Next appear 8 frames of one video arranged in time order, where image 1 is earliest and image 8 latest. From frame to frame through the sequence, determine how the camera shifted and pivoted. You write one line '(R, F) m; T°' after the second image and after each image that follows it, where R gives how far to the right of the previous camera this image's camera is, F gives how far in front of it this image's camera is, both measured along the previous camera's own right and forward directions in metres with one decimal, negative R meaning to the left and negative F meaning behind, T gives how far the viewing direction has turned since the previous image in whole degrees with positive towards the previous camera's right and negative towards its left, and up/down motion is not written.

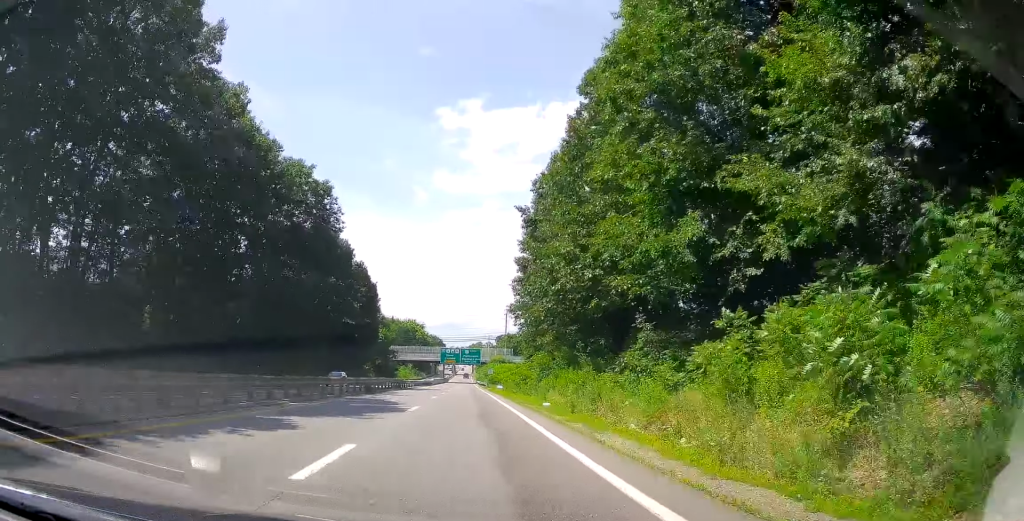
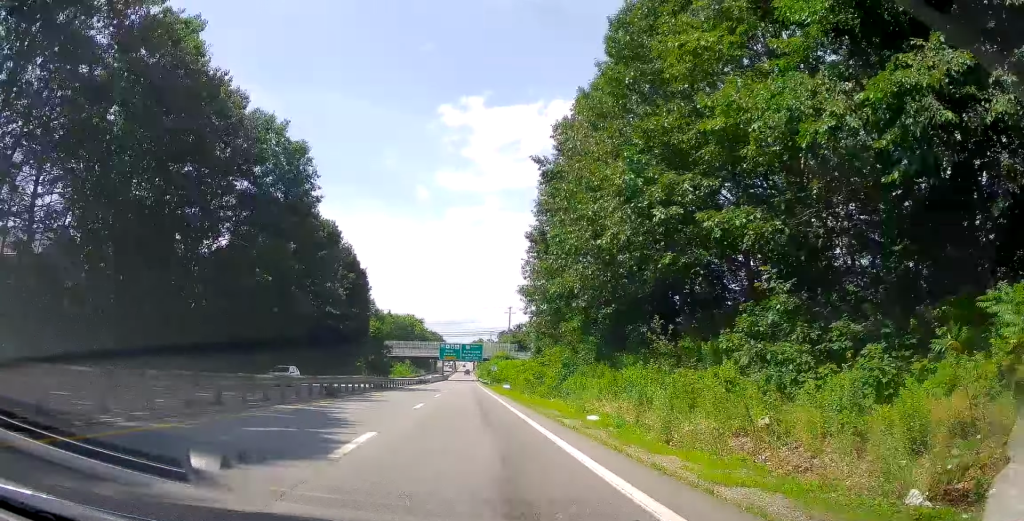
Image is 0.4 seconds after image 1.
(0.0, +10.1) m; 0°
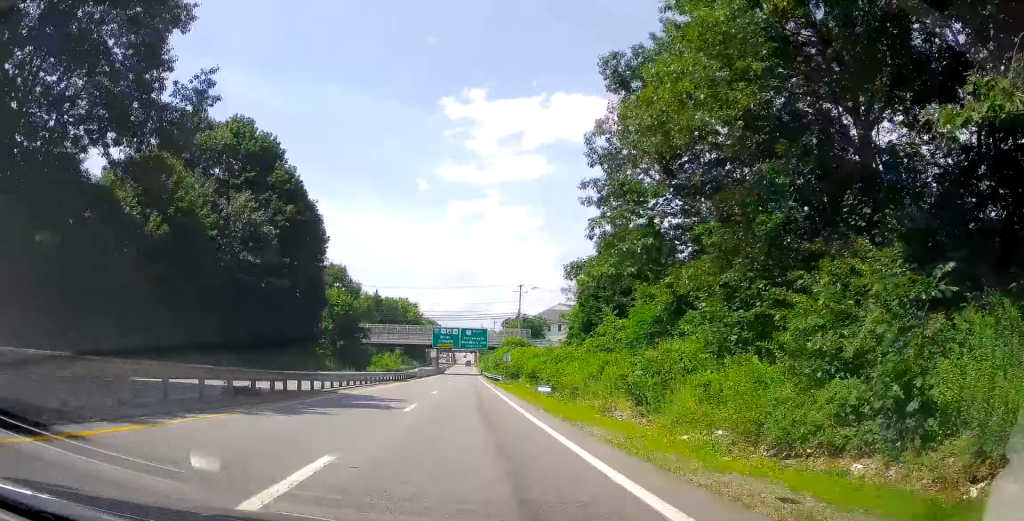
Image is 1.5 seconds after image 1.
(+0.2, +28.0) m; -1°
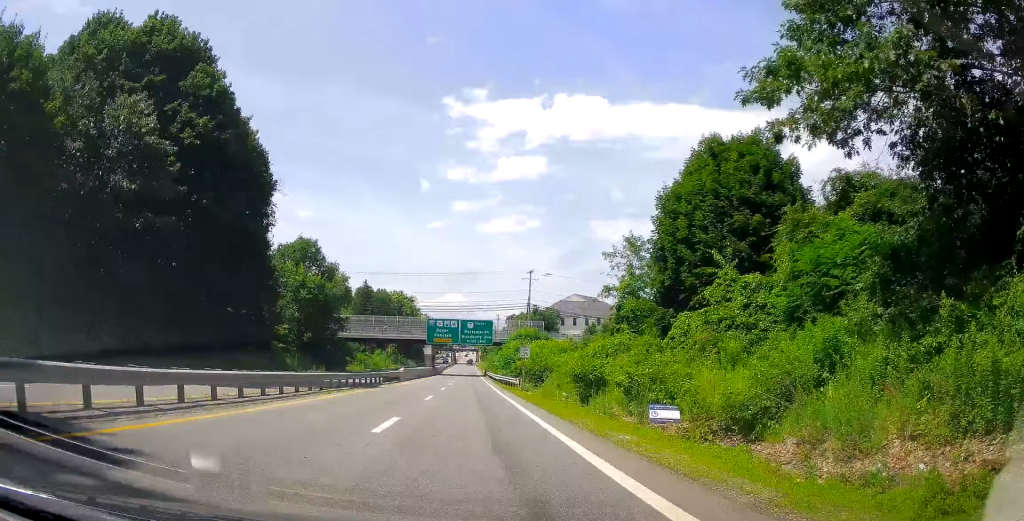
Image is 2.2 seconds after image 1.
(-0.4, +17.8) m; 0°
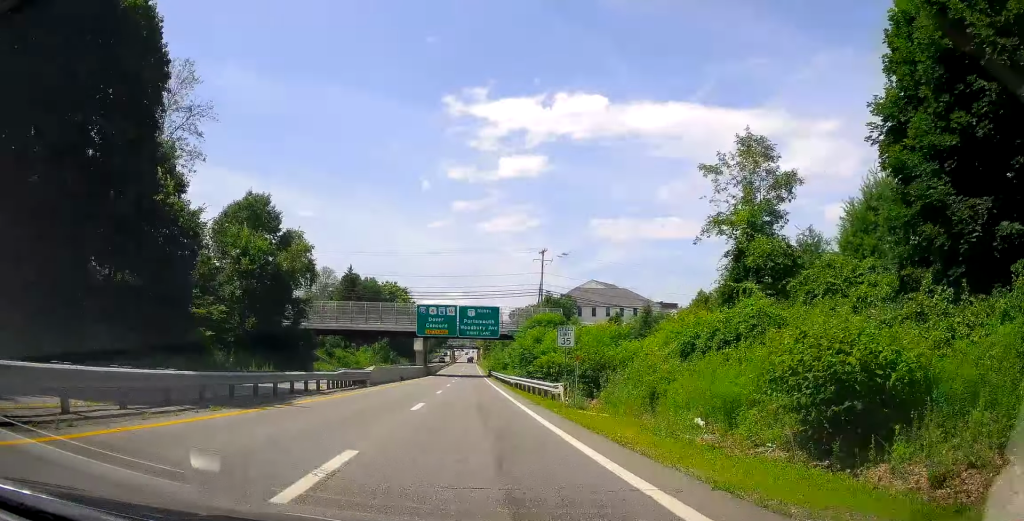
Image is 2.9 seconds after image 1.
(0.0, +17.7) m; 0°
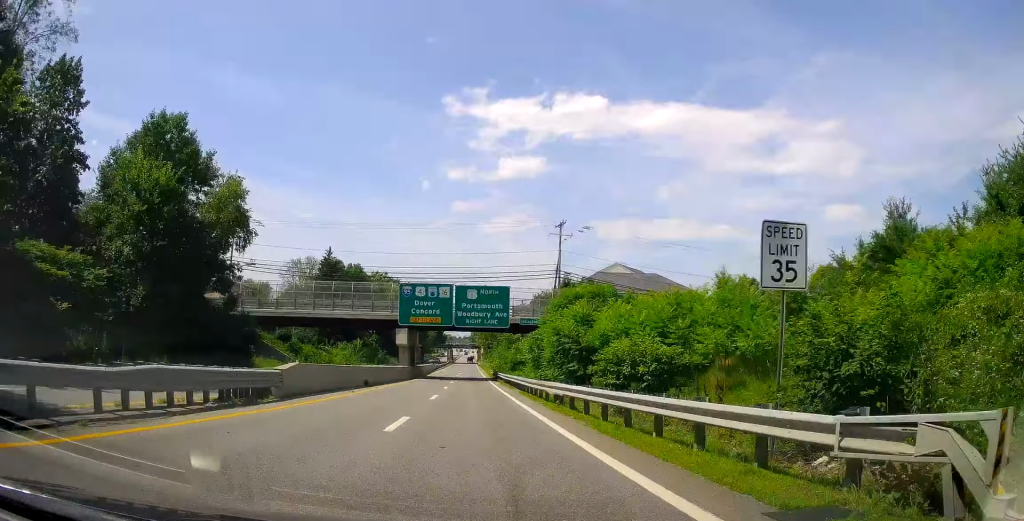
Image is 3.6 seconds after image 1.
(+0.2, +17.7) m; 0°
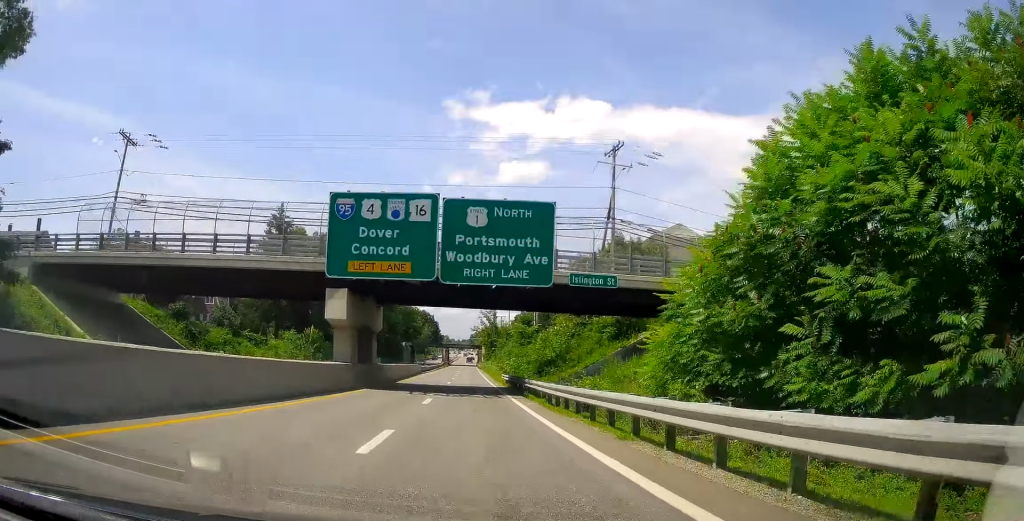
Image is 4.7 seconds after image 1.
(0.0, +27.3) m; -1°
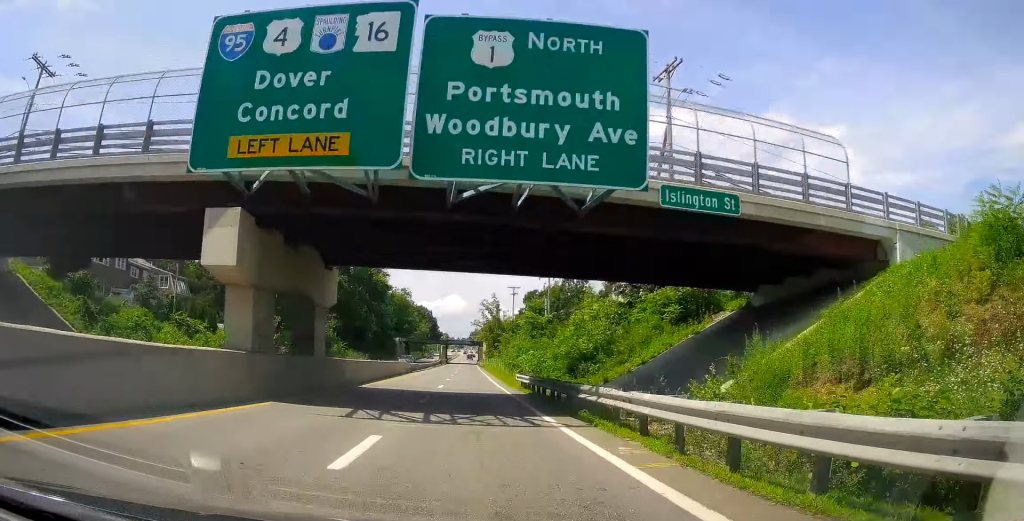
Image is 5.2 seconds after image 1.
(0.0, +13.8) m; 0°
